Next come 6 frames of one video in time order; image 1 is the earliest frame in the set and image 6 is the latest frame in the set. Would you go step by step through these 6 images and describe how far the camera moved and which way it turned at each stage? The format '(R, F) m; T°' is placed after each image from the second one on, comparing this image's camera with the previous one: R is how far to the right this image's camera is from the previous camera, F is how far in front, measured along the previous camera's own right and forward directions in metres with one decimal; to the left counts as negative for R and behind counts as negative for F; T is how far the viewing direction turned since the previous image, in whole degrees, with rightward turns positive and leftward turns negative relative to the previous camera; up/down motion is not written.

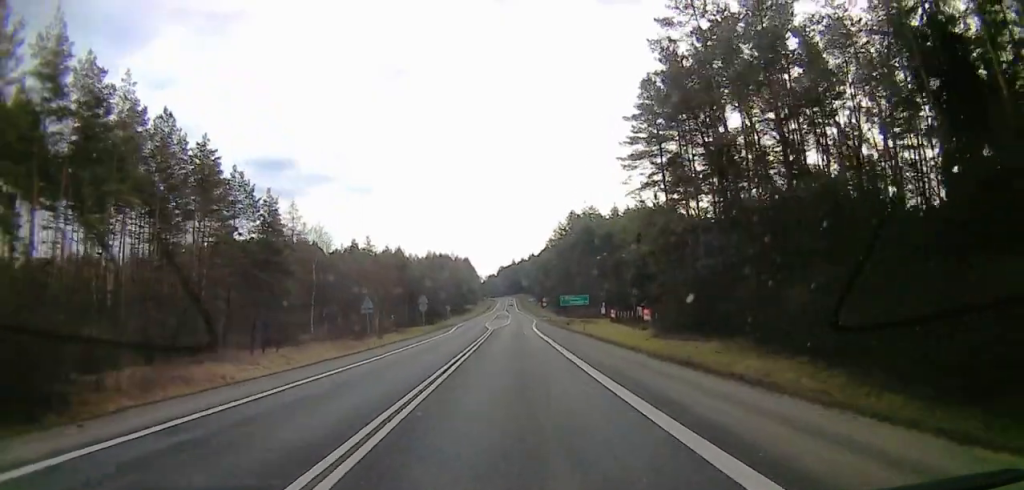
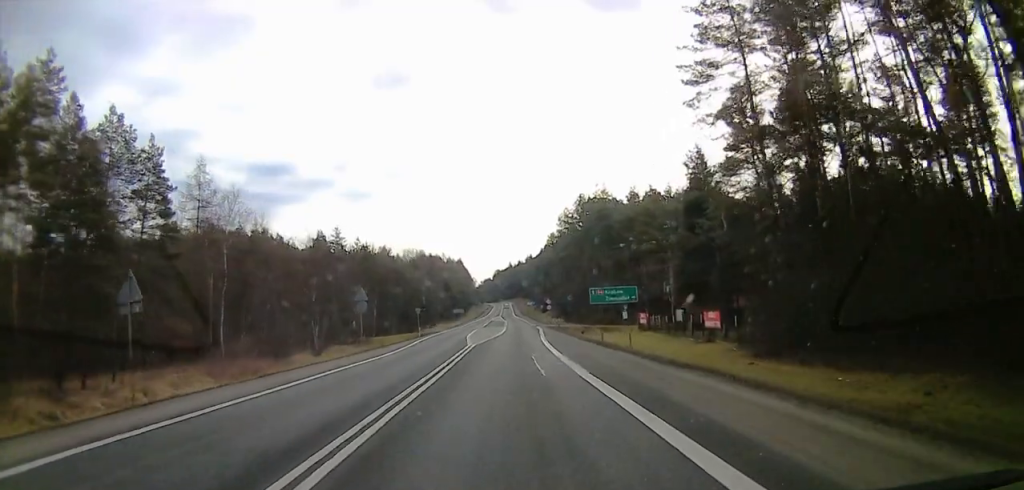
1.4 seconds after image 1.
(-0.1, +24.7) m; -1°
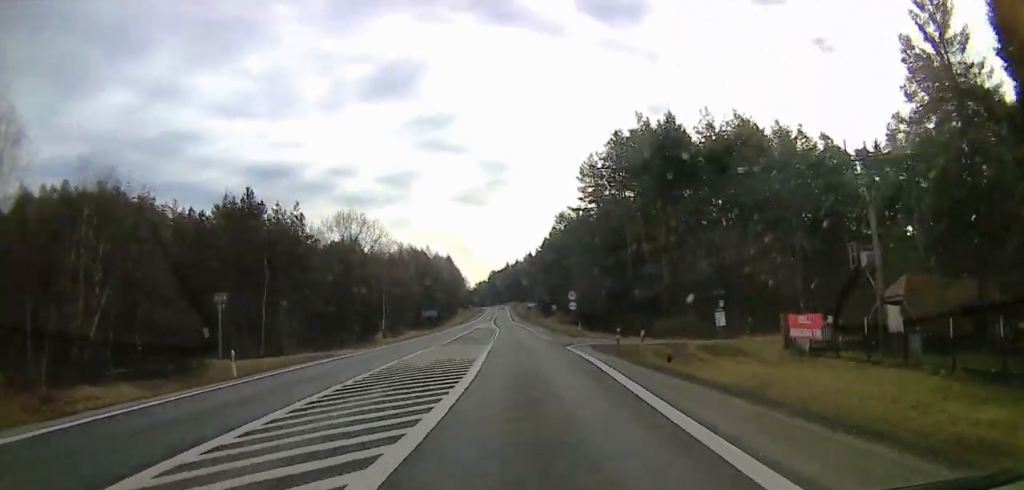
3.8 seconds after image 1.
(+0.7, +42.0) m; +1°
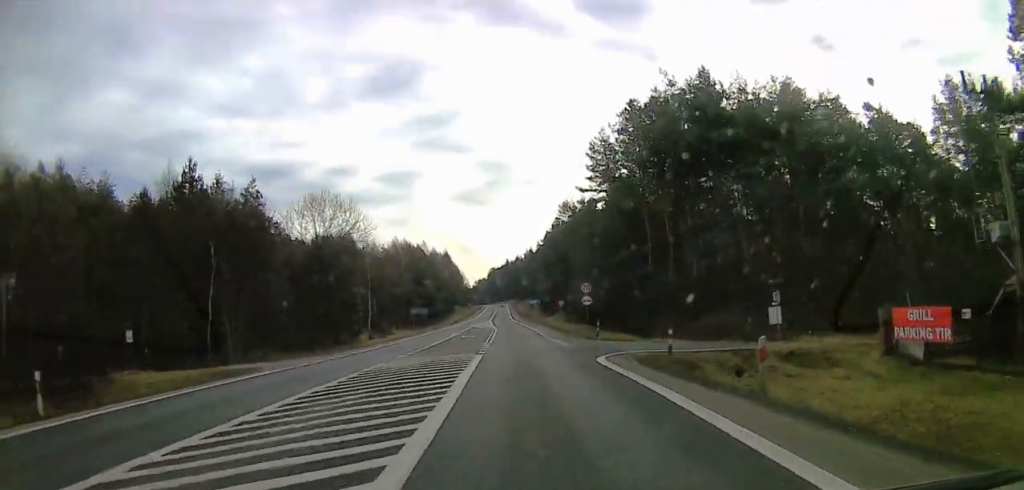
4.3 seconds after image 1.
(-0.2, +10.1) m; -1°
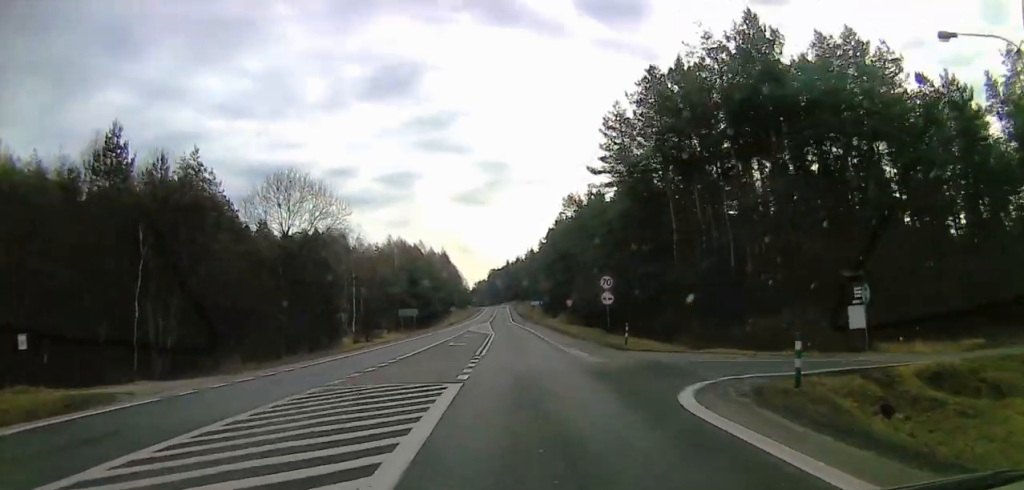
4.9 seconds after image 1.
(-0.1, +9.5) m; 0°
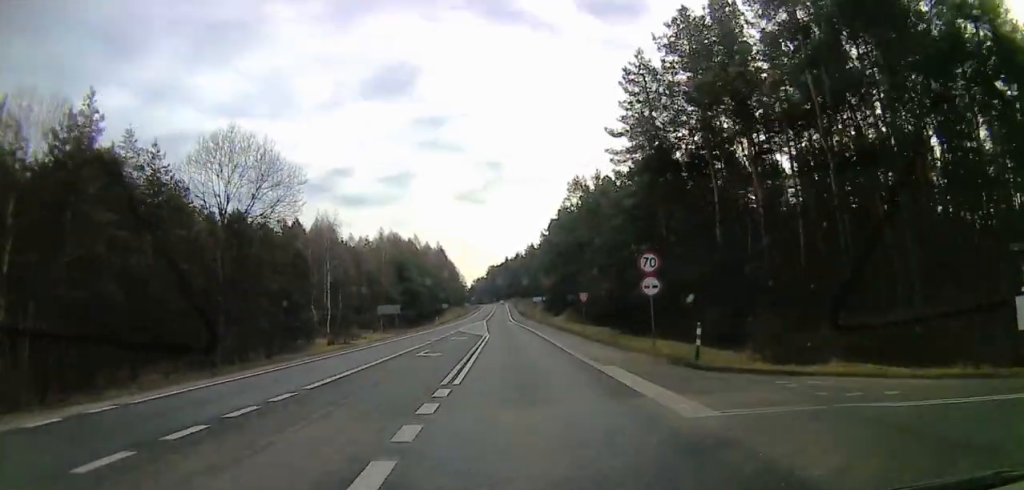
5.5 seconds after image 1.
(-0.1, +11.3) m; +1°
